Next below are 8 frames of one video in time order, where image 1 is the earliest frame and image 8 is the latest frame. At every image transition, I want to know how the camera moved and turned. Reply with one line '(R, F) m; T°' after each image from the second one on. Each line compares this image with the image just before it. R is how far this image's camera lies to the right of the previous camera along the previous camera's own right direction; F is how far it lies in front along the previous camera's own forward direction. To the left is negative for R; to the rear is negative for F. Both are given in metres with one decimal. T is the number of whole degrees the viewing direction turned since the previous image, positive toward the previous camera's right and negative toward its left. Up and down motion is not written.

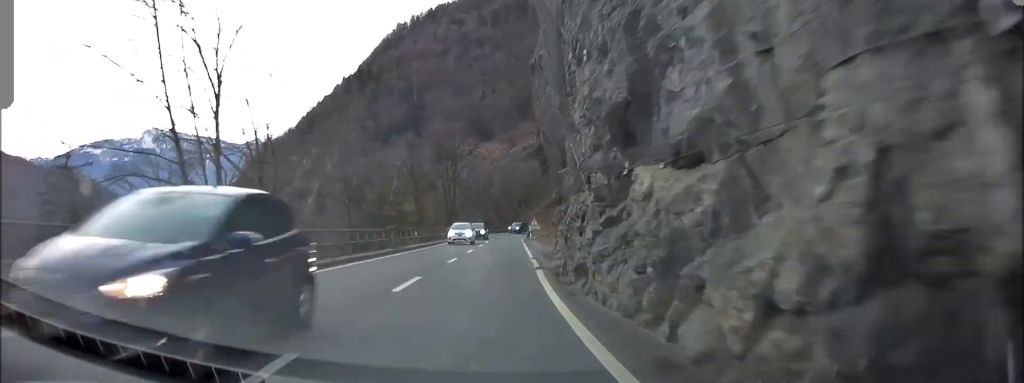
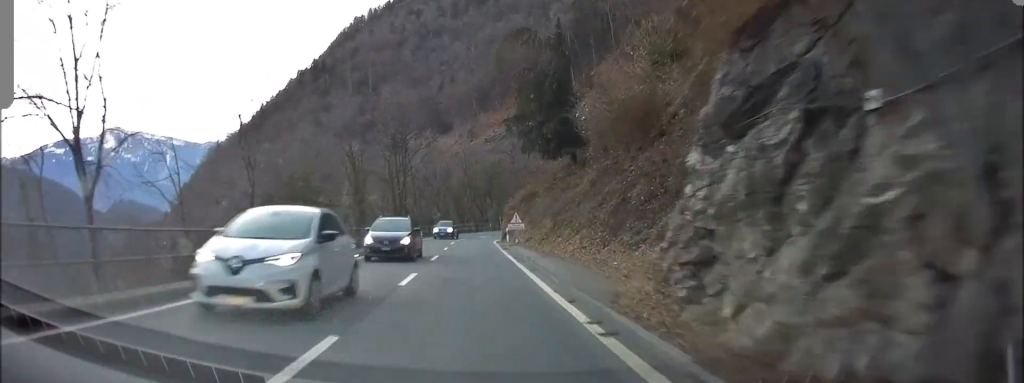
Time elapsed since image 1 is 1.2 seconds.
(+0.6, +15.3) m; +7°
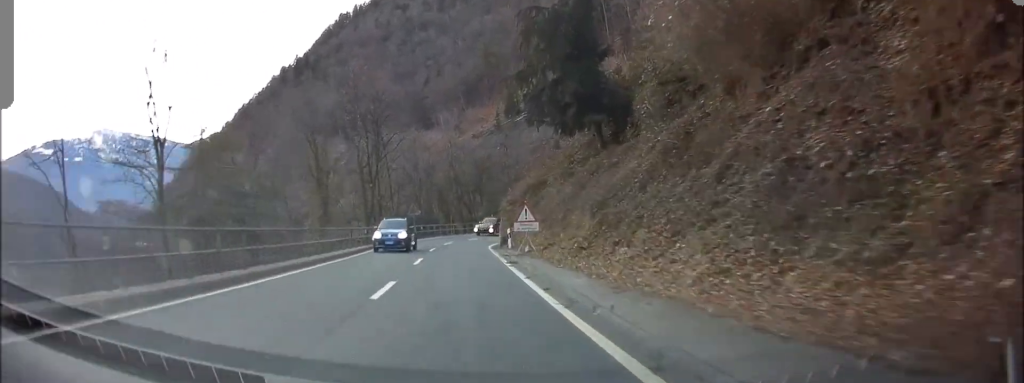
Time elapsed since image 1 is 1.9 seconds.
(+0.5, +10.1) m; +8°
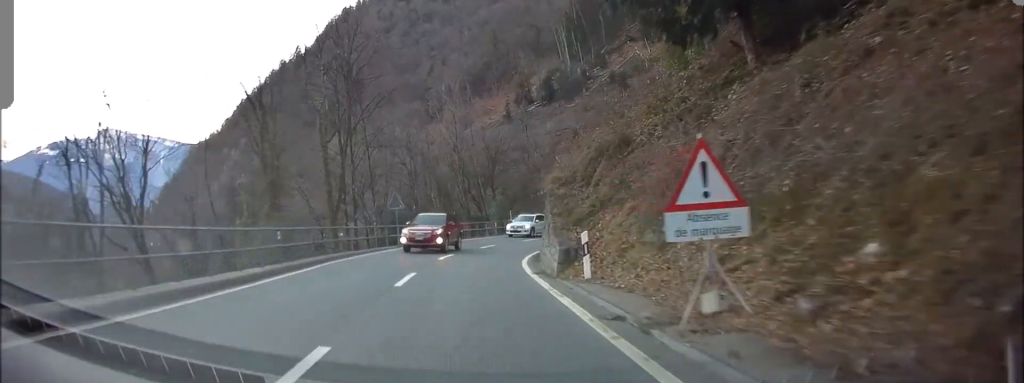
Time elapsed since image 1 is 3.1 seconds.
(+2.0, +15.2) m; +9°
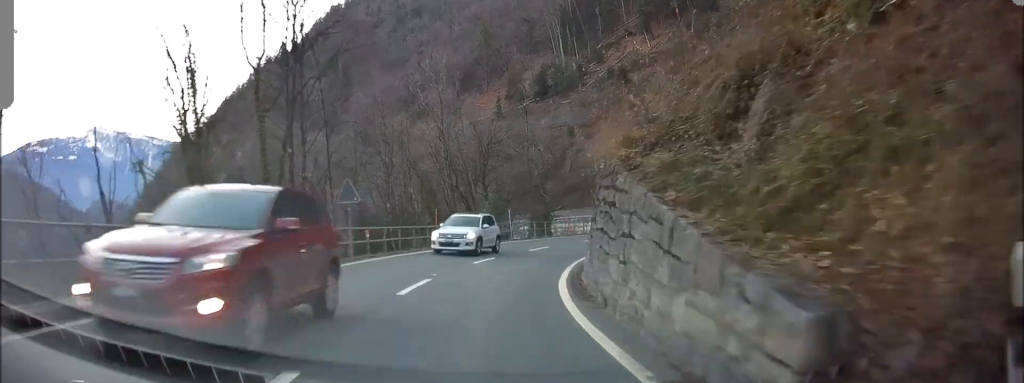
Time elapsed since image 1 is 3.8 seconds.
(+0.6, +10.0) m; -1°
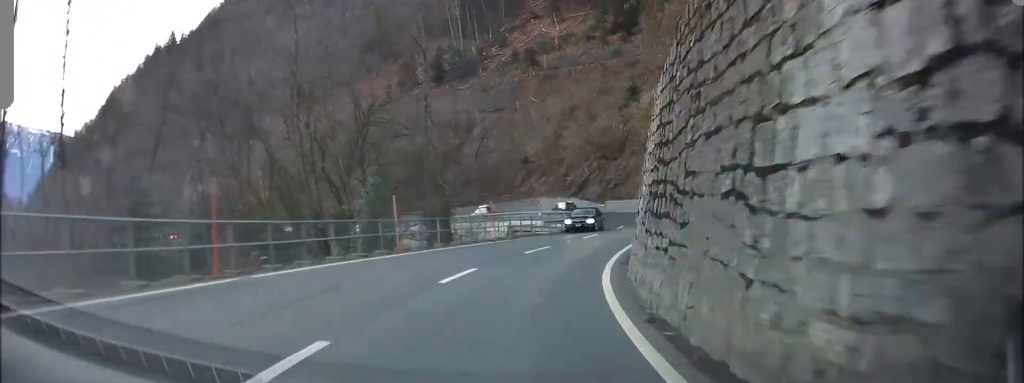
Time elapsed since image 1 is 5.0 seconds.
(-1.4, +16.1) m; -2°
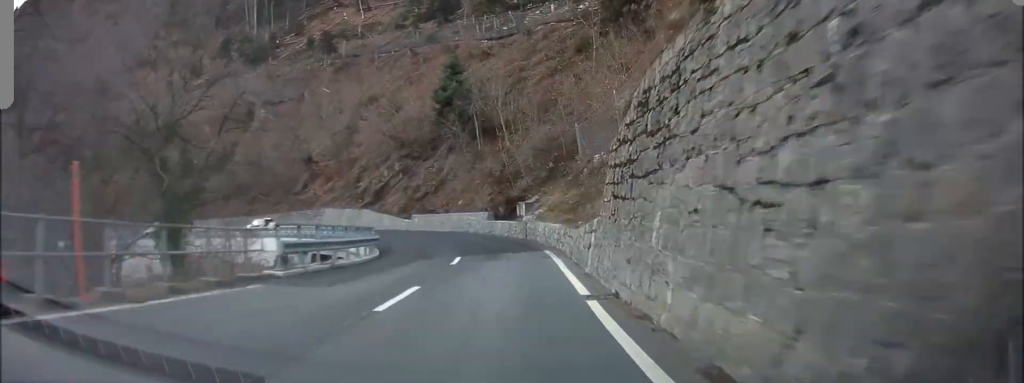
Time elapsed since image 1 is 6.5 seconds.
(+1.5, +18.9) m; +10°
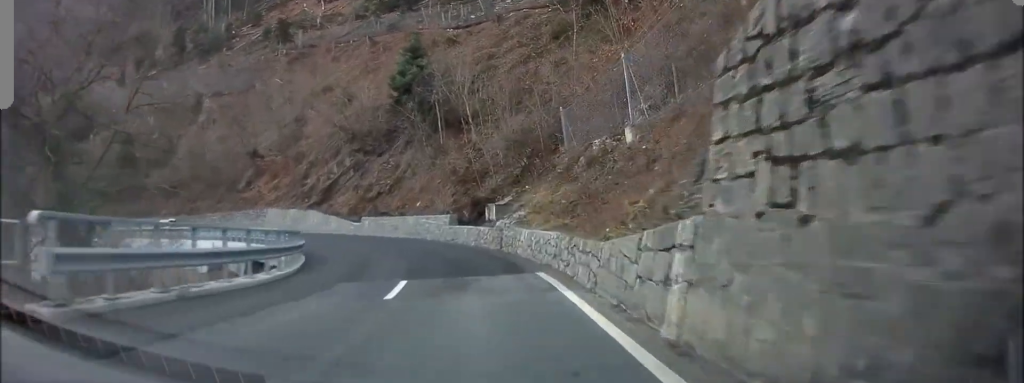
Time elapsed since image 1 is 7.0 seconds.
(+0.3, +6.6) m; +4°
